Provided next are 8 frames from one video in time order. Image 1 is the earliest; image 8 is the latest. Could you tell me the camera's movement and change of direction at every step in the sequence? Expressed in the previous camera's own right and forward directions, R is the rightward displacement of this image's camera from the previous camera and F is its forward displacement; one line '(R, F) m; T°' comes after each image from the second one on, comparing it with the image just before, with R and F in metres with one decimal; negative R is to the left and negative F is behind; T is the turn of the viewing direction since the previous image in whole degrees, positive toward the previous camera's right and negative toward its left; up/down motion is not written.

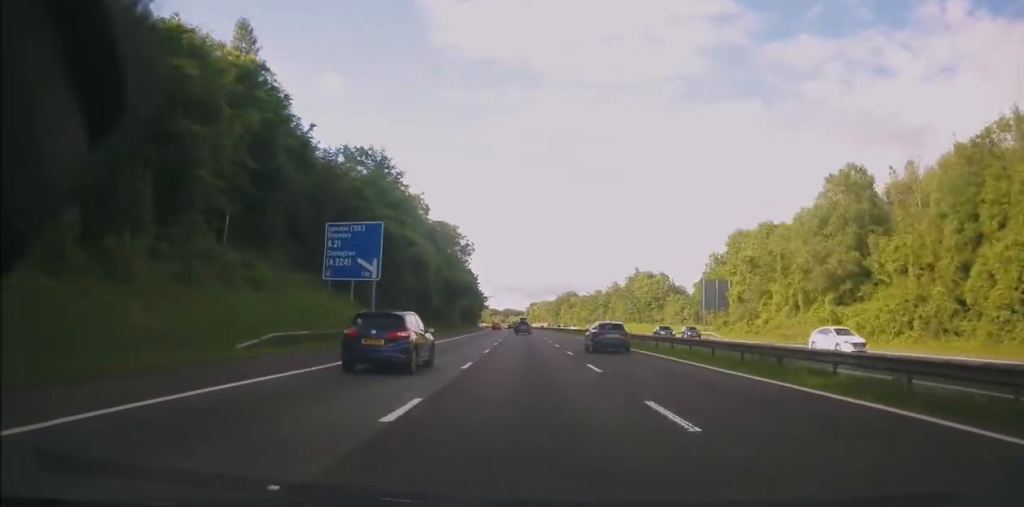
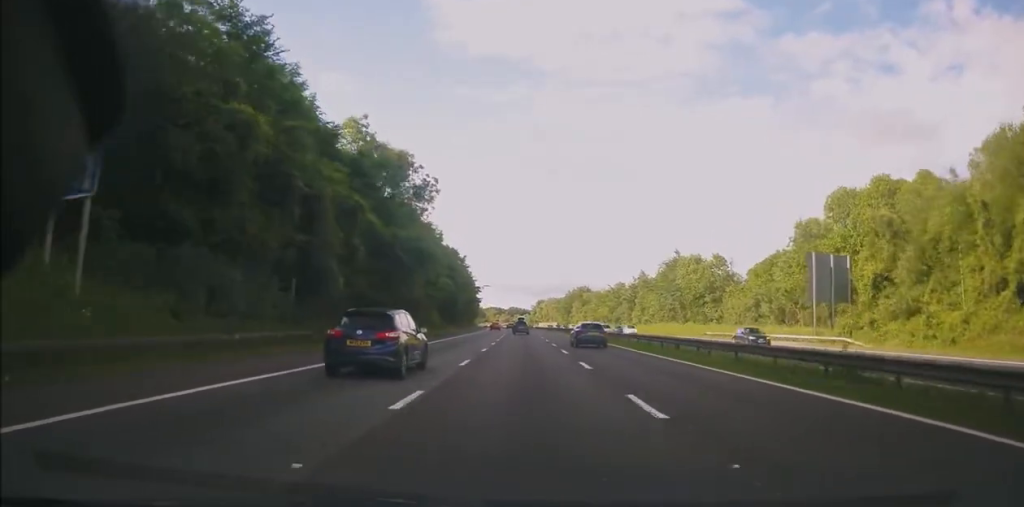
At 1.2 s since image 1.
(-0.2, +35.0) m; -1°
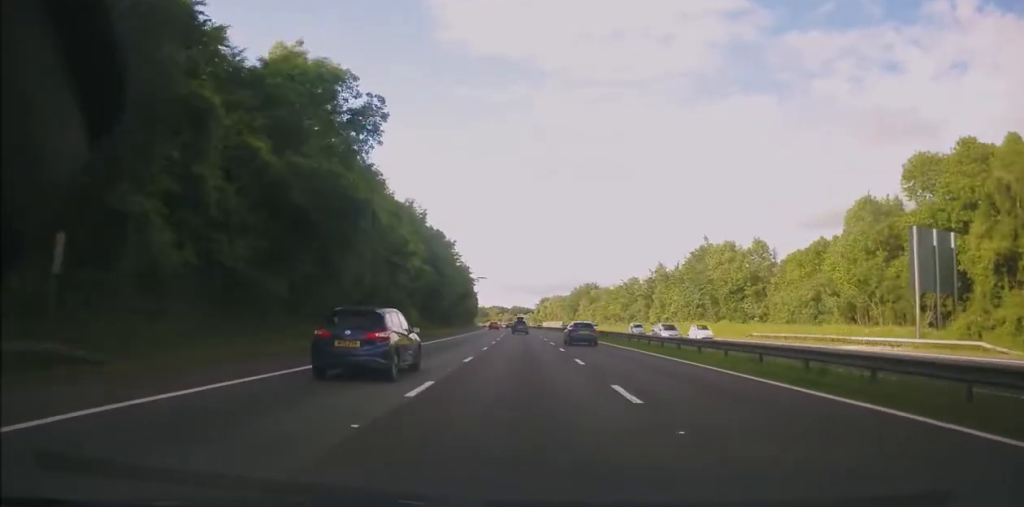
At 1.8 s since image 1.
(-0.1, +16.5) m; 0°
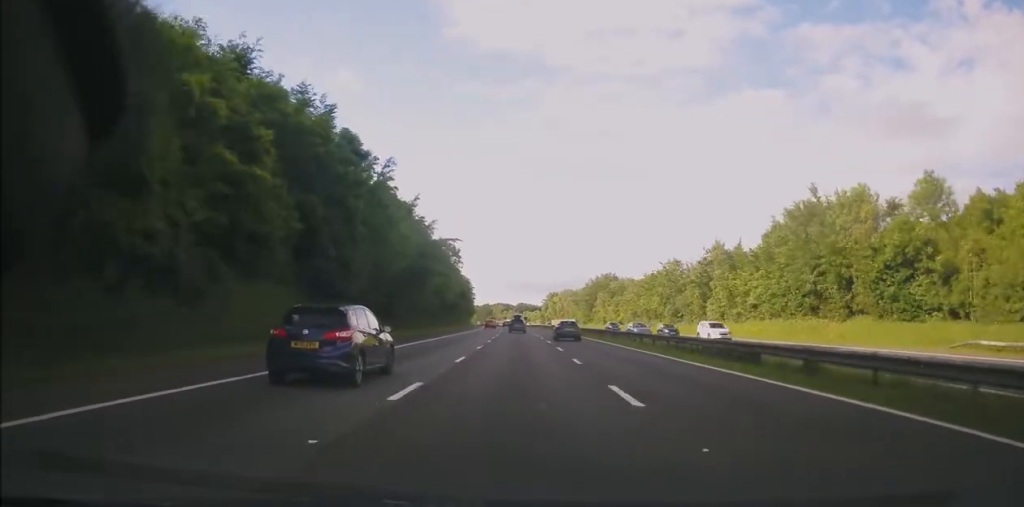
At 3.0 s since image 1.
(-0.2, +37.0) m; -1°
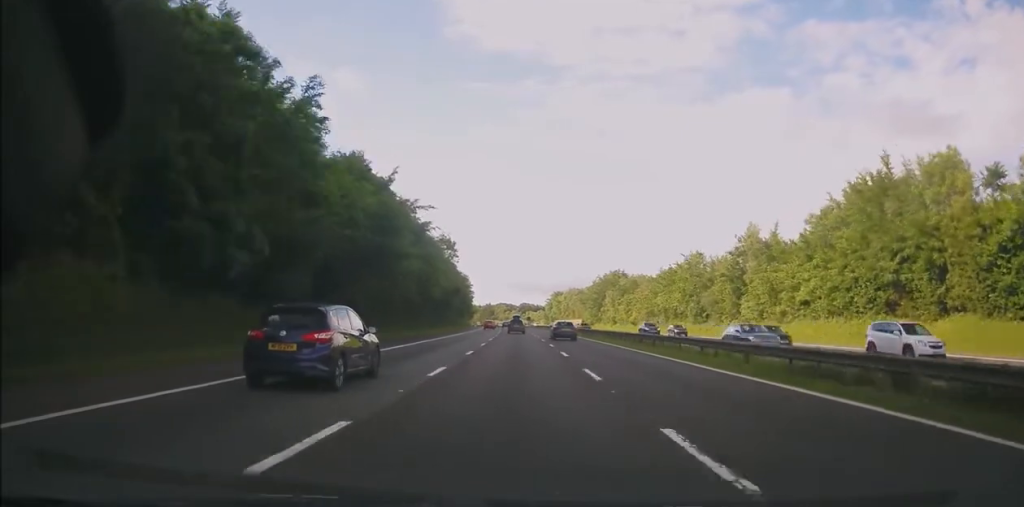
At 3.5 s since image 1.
(-0.1, +13.7) m; 0°
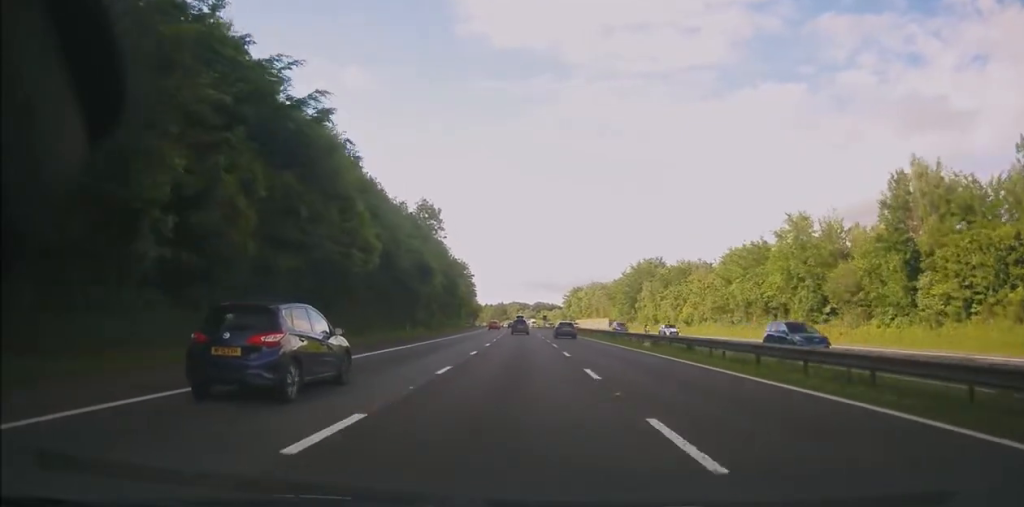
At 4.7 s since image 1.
(-0.1, +35.8) m; -1°
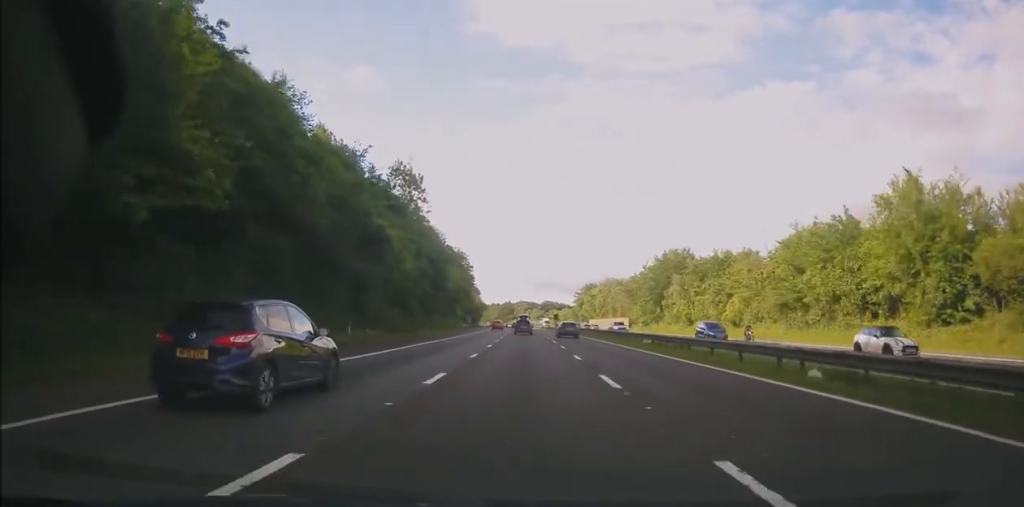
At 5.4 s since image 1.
(-0.2, +20.0) m; 0°
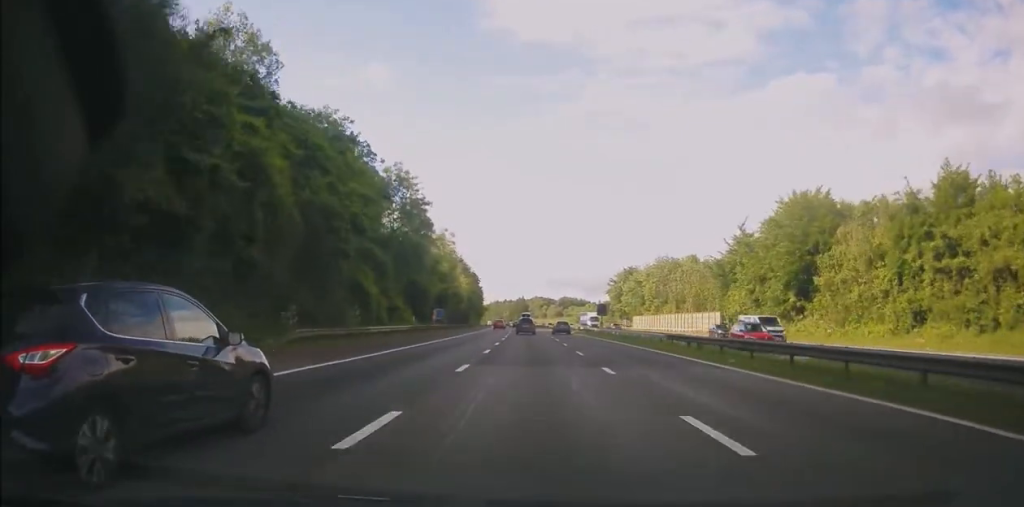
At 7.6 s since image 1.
(-0.8, +60.4) m; -1°
